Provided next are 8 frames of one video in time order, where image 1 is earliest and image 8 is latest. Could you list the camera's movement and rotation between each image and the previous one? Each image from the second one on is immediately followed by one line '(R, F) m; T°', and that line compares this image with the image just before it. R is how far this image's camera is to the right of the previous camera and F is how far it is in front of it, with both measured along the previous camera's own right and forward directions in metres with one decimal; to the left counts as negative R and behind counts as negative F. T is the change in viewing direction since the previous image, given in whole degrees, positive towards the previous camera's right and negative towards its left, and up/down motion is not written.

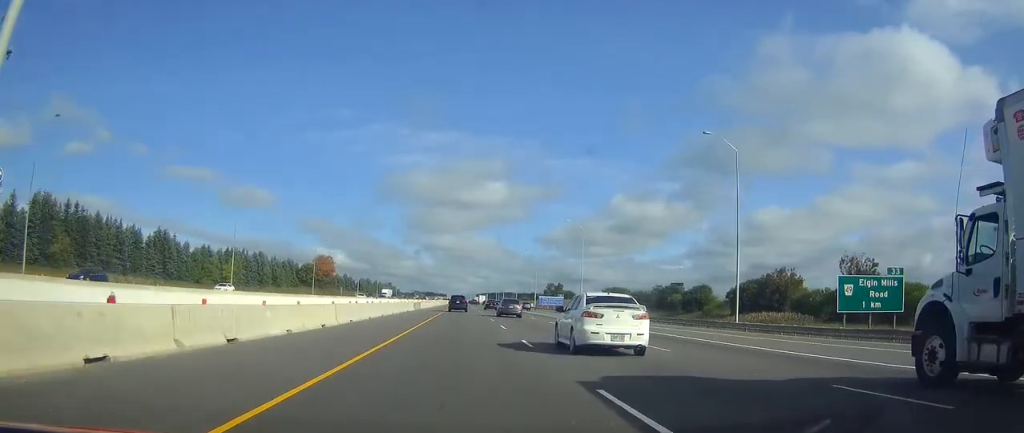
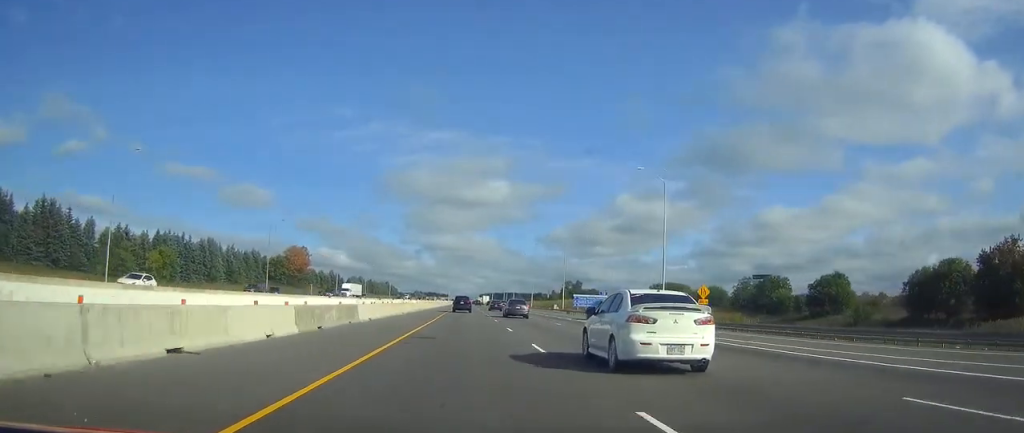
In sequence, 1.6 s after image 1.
(0.0, +49.4) m; 0°
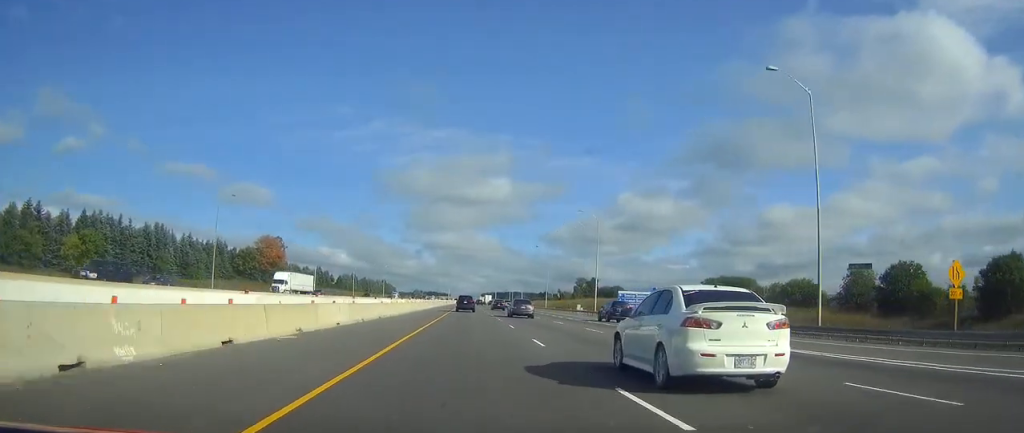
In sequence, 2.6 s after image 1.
(0.0, +33.8) m; 0°
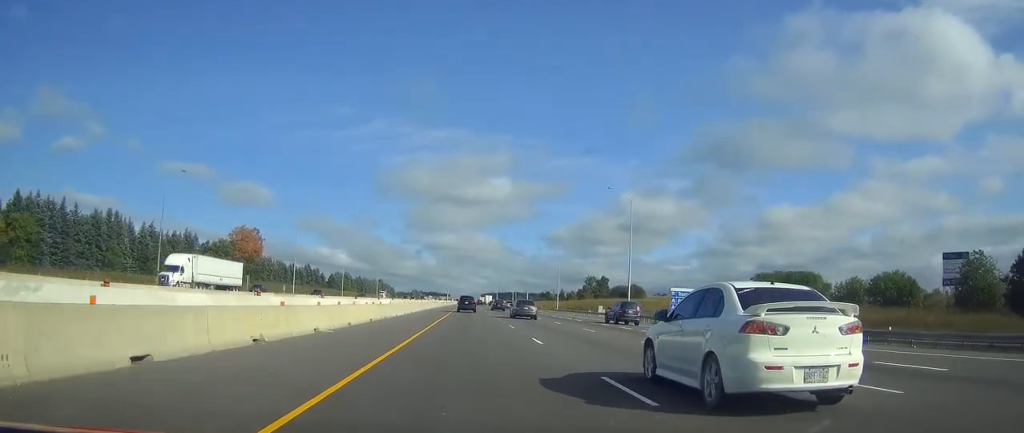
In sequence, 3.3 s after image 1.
(0.0, +22.3) m; 0°
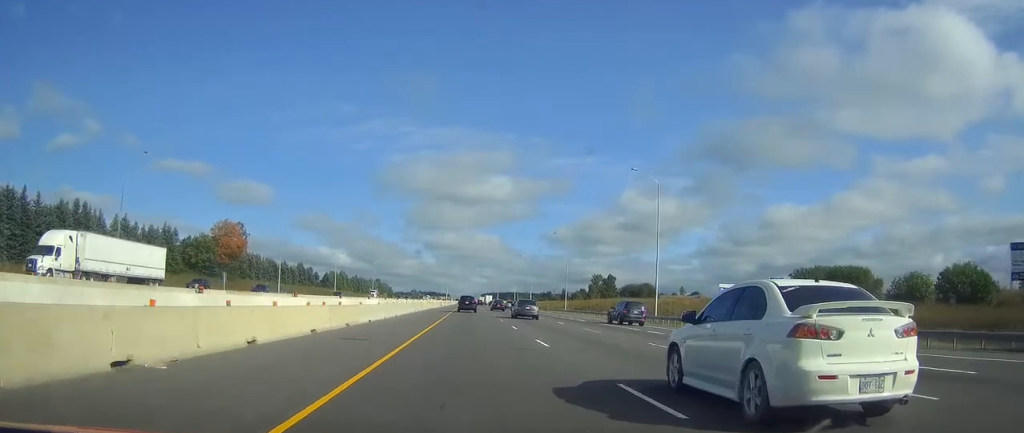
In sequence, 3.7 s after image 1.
(0.0, +12.8) m; 0°
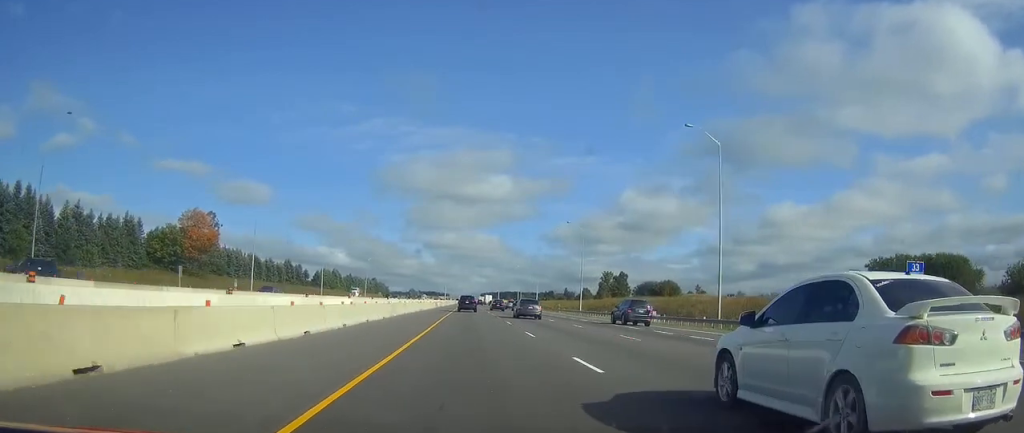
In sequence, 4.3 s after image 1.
(0.0, +19.1) m; 0°
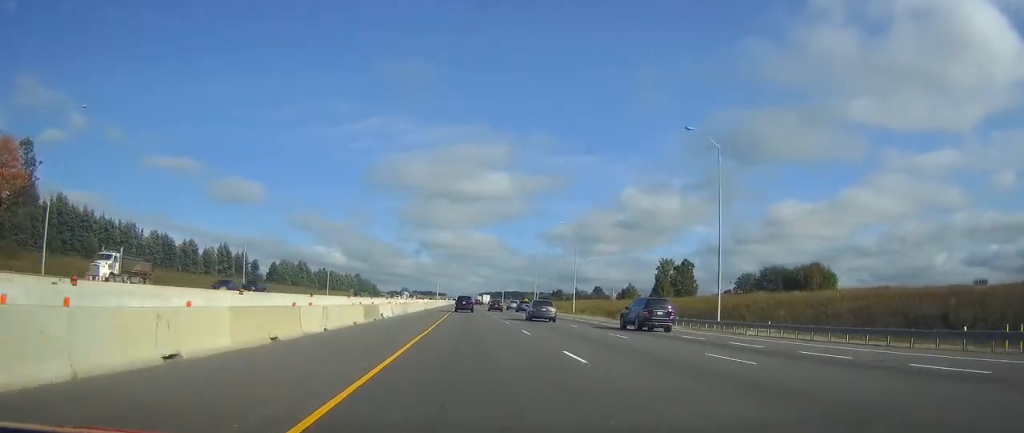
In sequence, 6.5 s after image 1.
(+0.3, +69.3) m; 0°
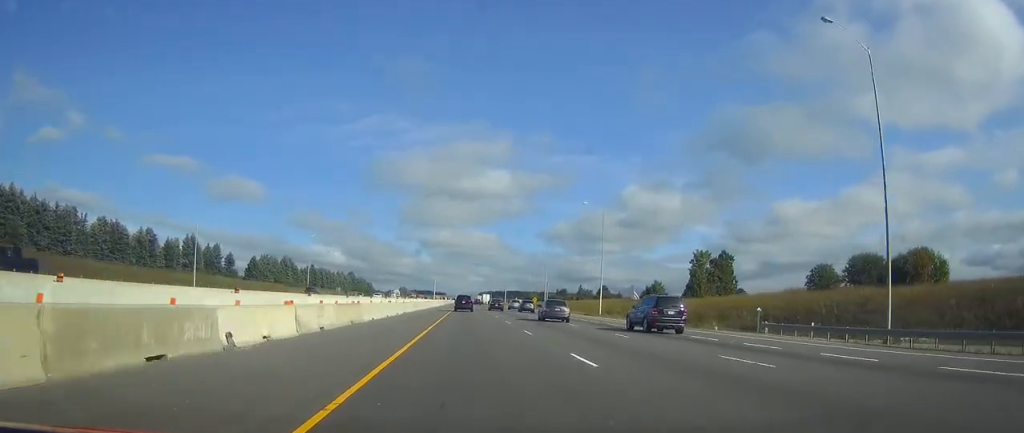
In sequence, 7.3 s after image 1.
(-0.1, +24.6) m; 0°
